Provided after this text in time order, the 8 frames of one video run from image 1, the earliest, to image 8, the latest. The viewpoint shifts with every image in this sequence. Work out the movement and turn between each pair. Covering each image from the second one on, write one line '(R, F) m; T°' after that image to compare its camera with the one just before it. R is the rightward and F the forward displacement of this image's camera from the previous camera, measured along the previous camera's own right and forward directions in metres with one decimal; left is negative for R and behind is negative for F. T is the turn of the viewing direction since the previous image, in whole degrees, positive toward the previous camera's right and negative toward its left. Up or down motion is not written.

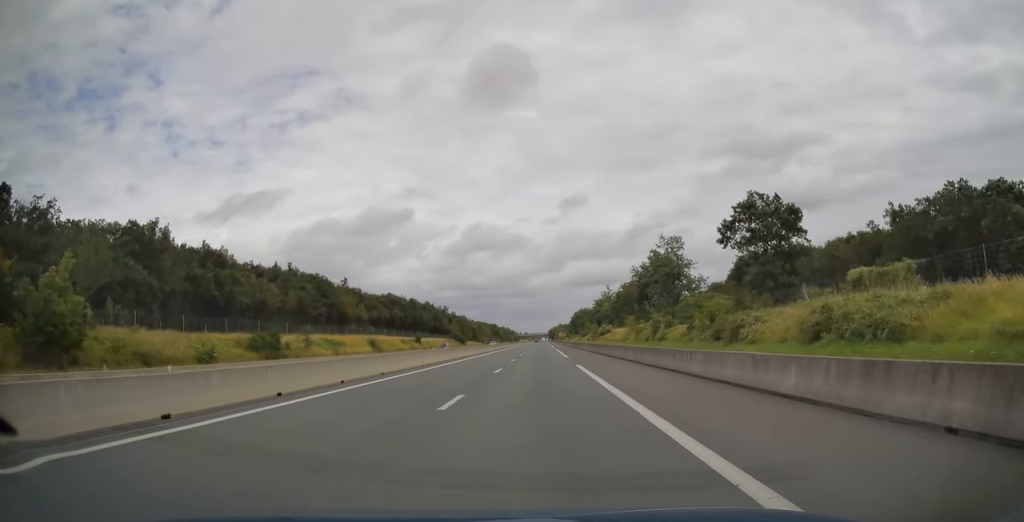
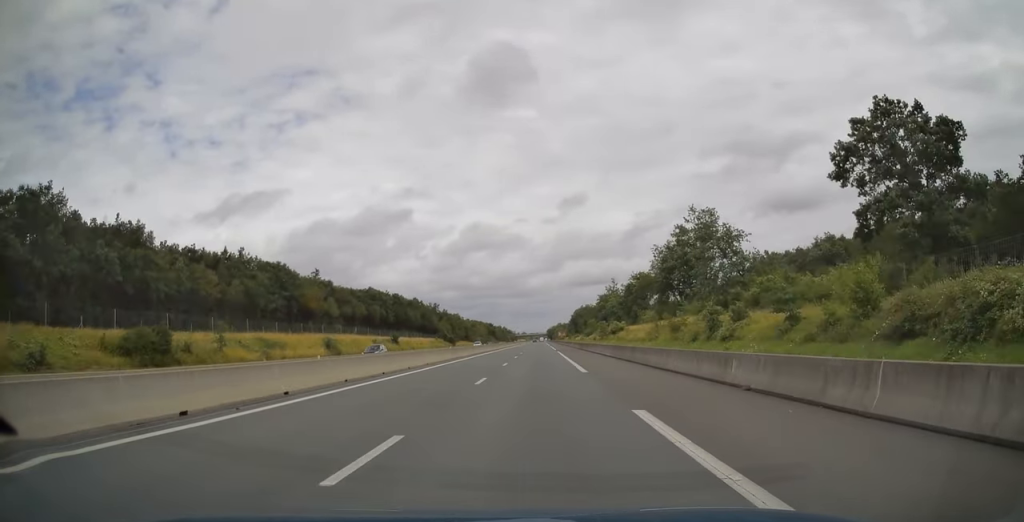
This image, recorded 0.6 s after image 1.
(0.0, +19.4) m; 0°
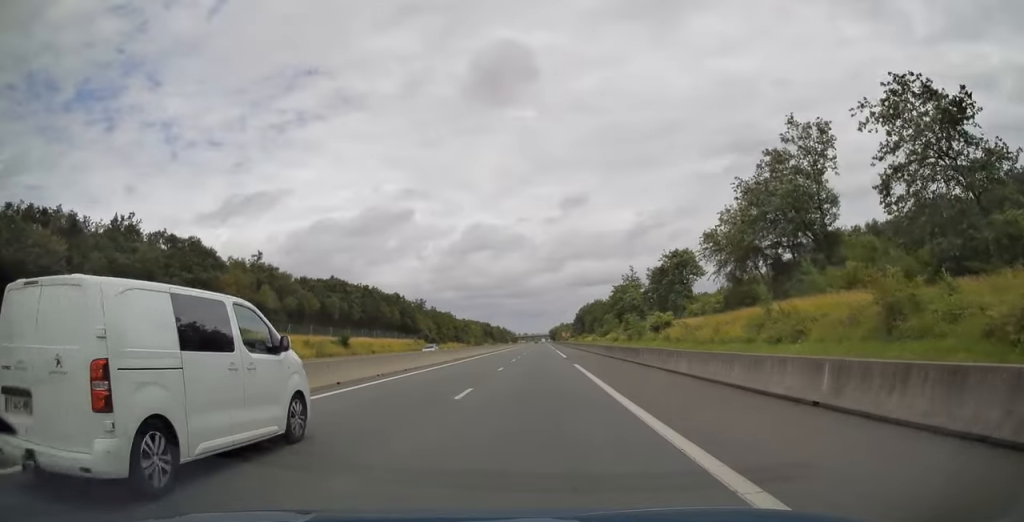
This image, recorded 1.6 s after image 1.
(0.0, +30.8) m; 0°
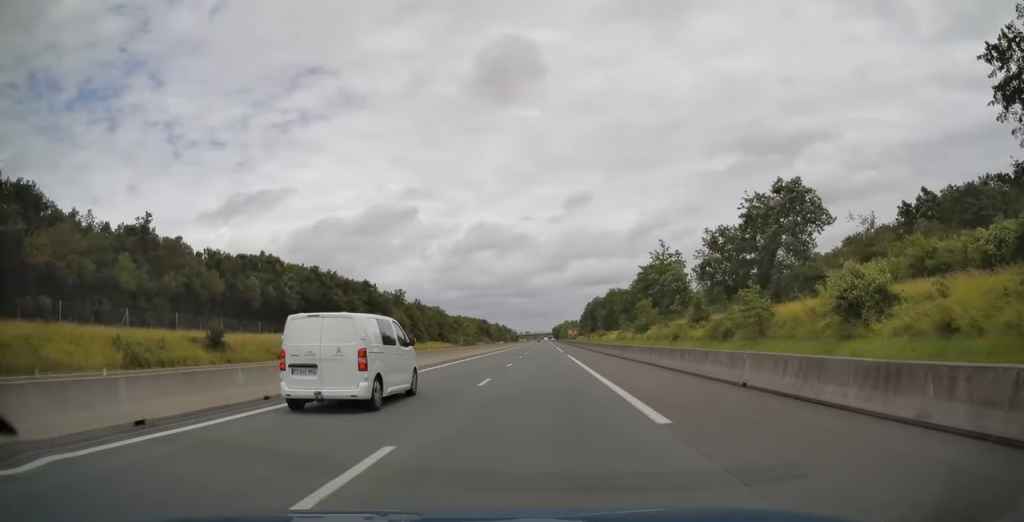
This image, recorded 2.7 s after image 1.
(0.0, +35.6) m; 0°
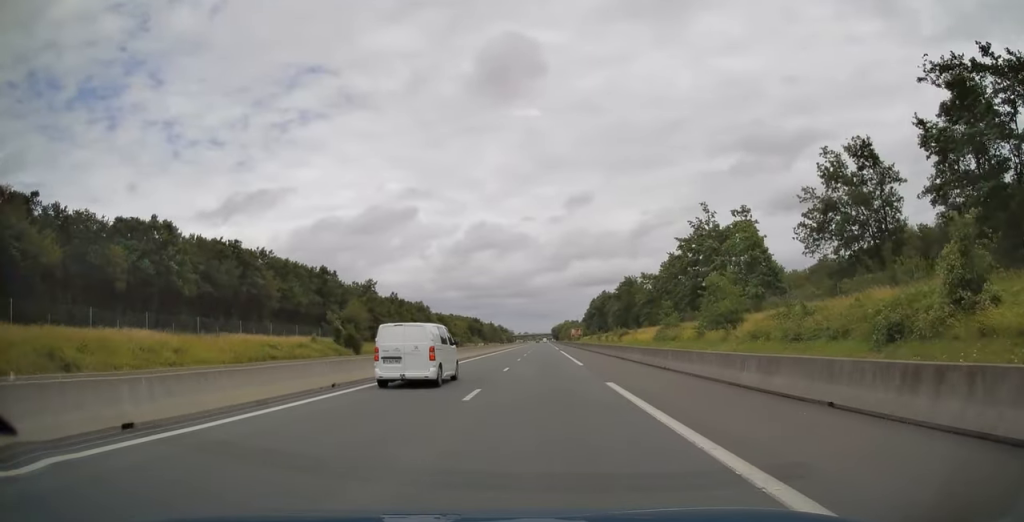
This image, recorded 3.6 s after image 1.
(-0.3, +30.3) m; 0°
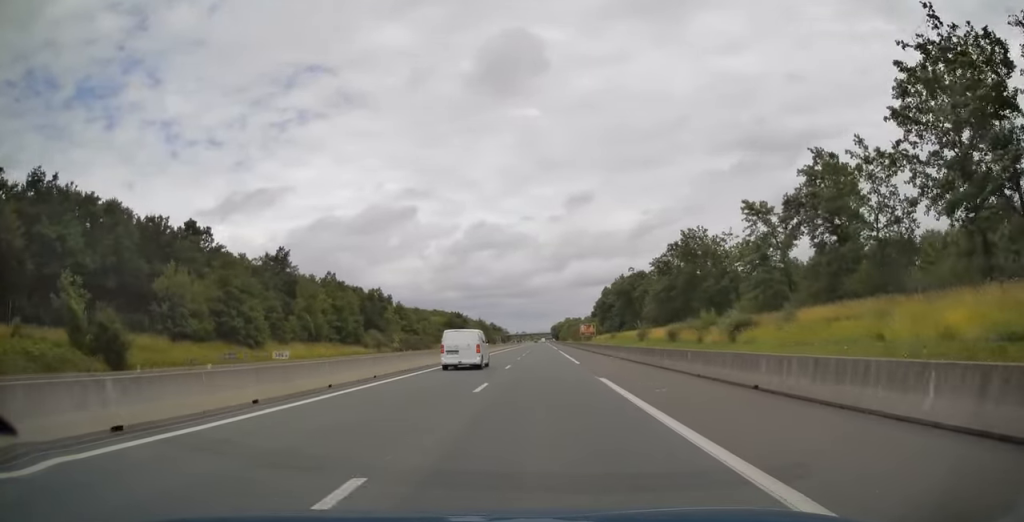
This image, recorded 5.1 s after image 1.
(+0.4, +50.2) m; +1°
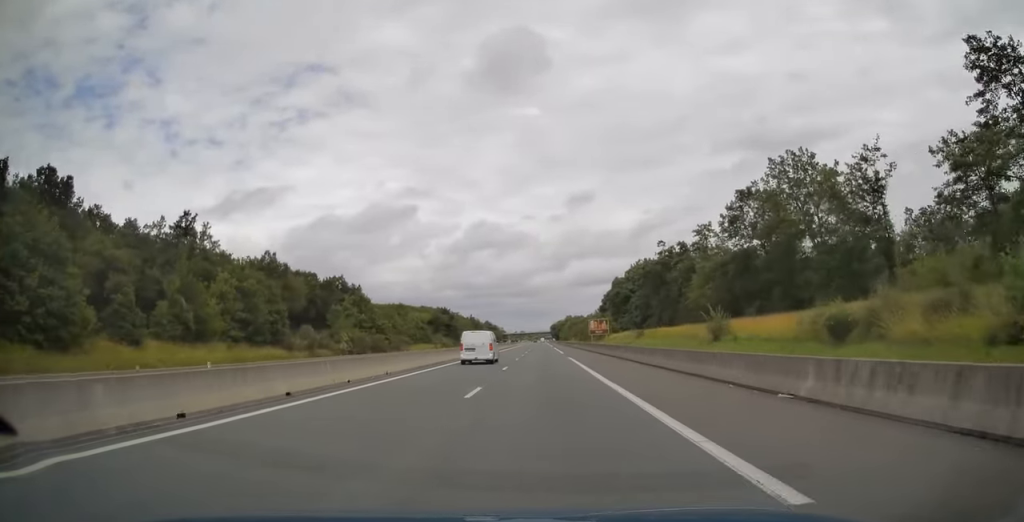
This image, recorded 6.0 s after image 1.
(0.0, +28.1) m; 0°
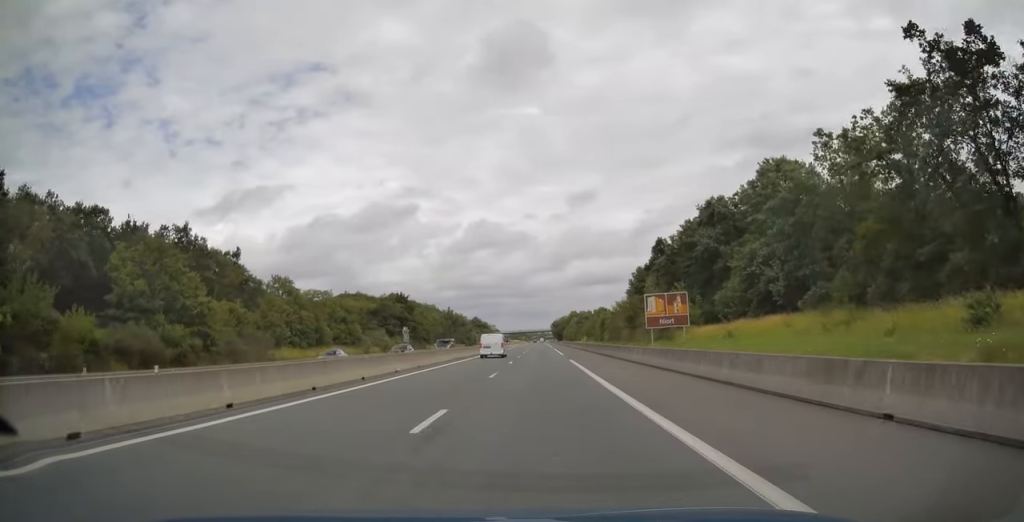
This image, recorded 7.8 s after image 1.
(0.0, +57.7) m; 0°
